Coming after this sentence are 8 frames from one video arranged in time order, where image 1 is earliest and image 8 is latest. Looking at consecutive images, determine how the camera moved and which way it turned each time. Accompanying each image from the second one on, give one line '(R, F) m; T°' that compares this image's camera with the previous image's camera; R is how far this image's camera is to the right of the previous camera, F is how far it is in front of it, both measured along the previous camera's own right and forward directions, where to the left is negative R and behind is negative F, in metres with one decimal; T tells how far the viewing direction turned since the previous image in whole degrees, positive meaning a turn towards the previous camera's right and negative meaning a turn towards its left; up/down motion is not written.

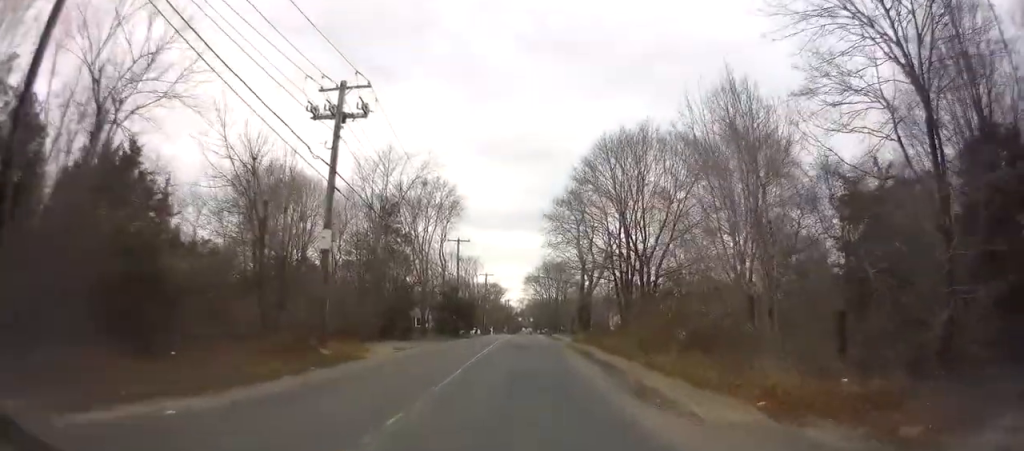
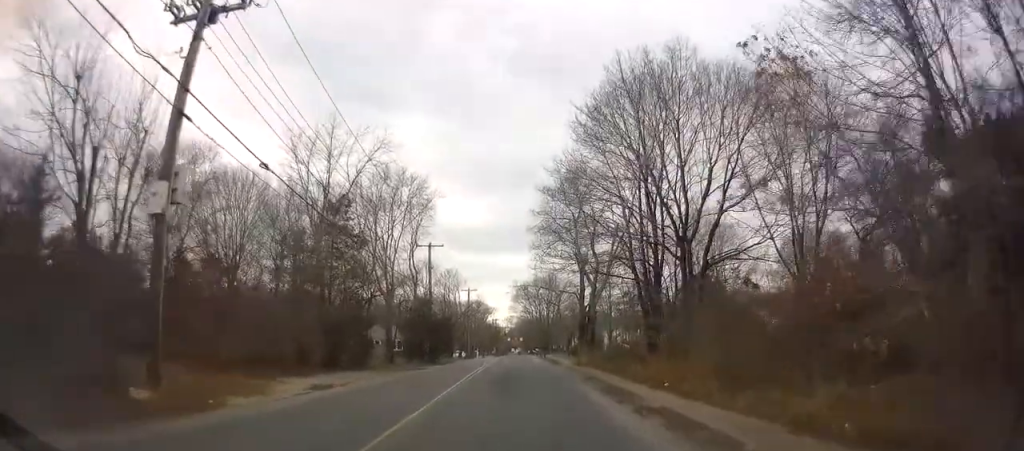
(+0.1, +10.9) m; +1°
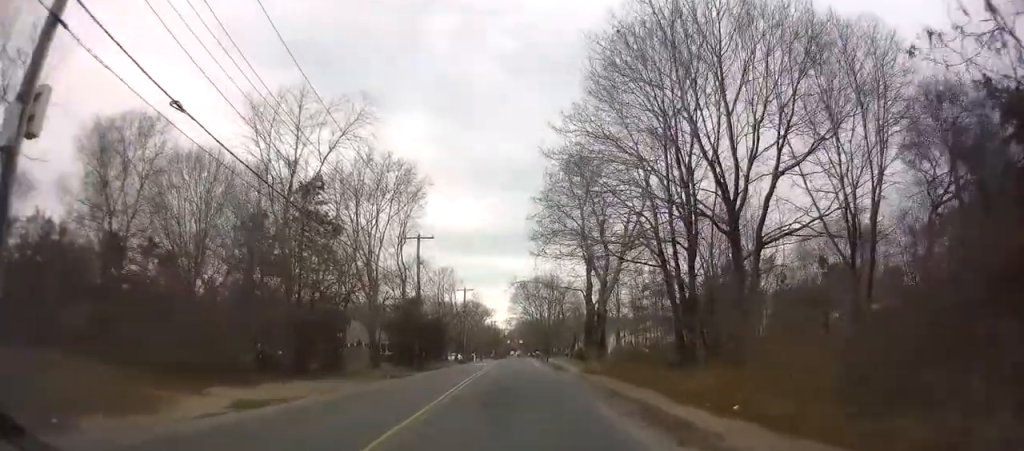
(+0.1, +5.2) m; 0°
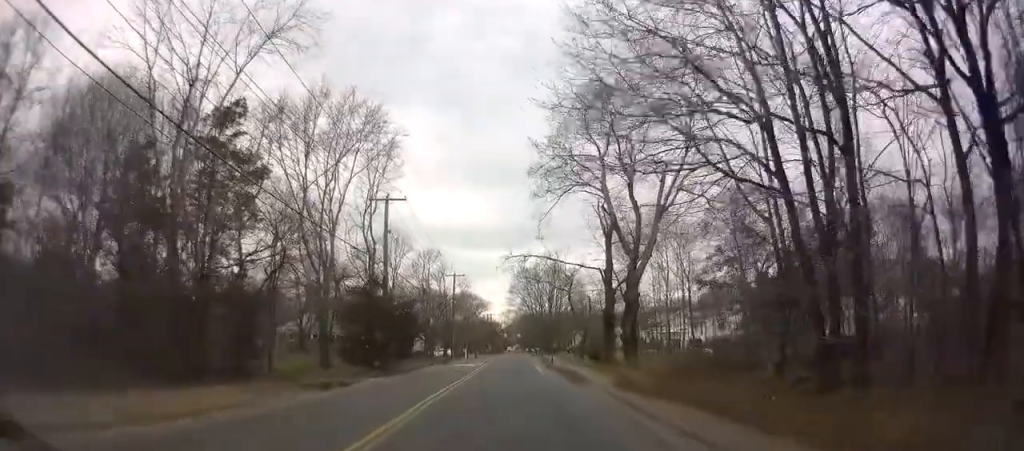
(0.0, +10.9) m; 0°
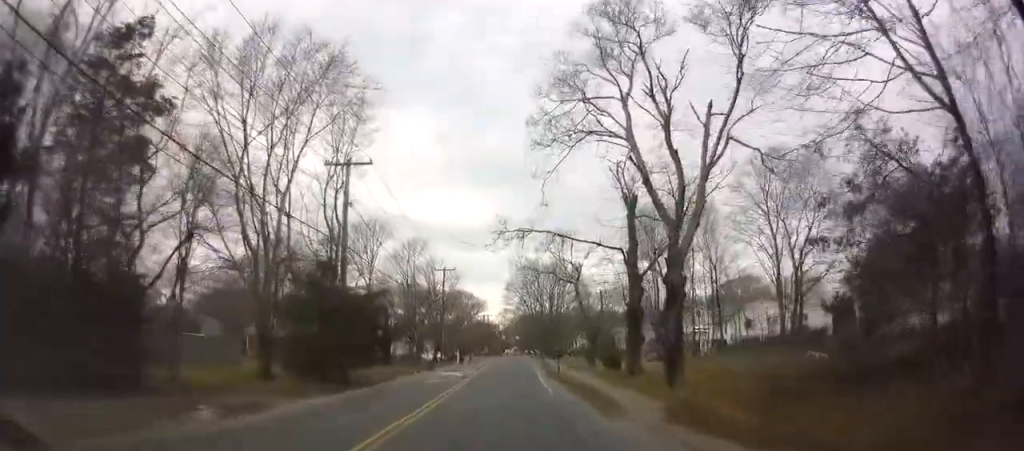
(0.0, +8.5) m; 0°
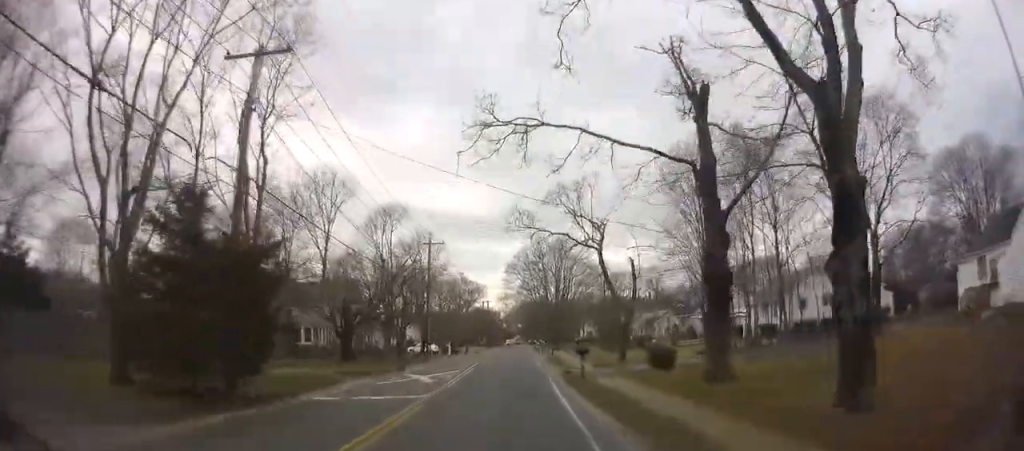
(-0.1, +11.3) m; 0°
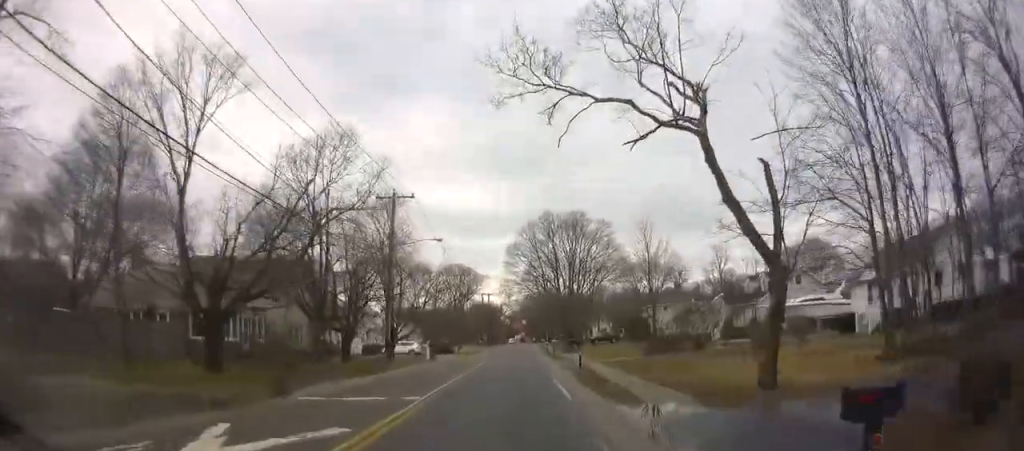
(0.0, +17.0) m; 0°
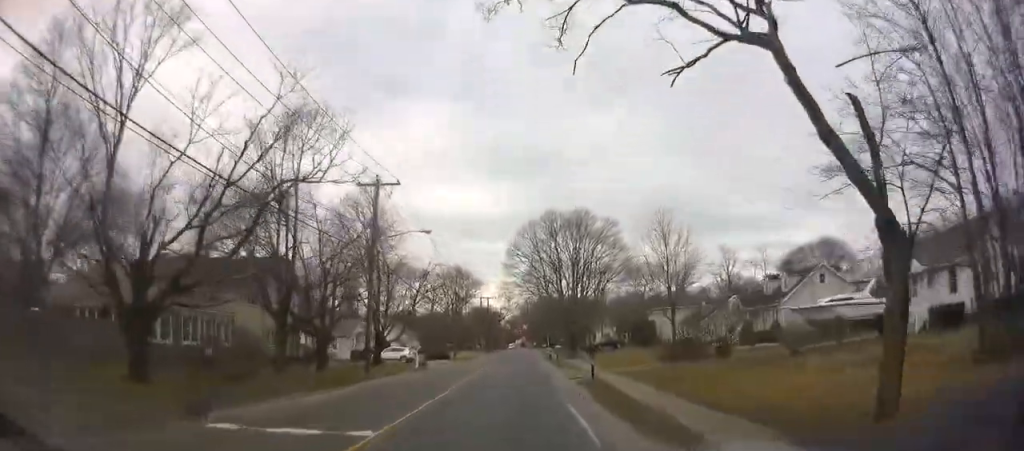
(0.0, +4.7) m; 0°
